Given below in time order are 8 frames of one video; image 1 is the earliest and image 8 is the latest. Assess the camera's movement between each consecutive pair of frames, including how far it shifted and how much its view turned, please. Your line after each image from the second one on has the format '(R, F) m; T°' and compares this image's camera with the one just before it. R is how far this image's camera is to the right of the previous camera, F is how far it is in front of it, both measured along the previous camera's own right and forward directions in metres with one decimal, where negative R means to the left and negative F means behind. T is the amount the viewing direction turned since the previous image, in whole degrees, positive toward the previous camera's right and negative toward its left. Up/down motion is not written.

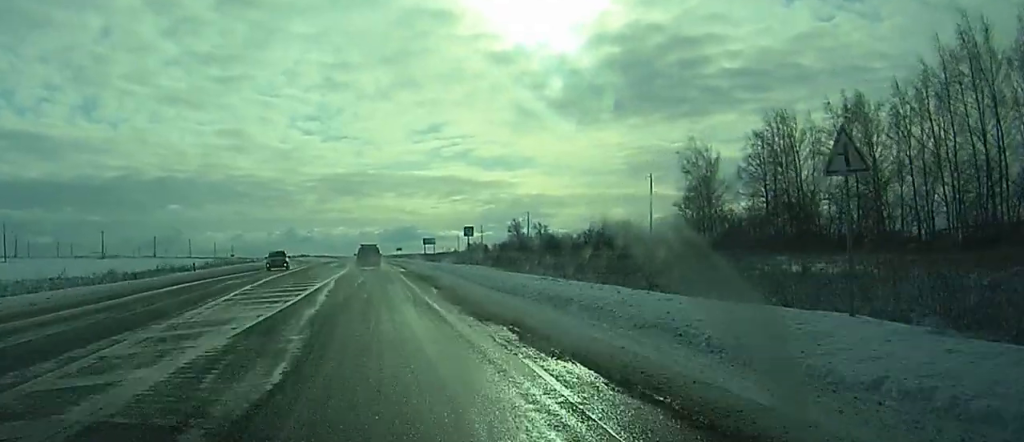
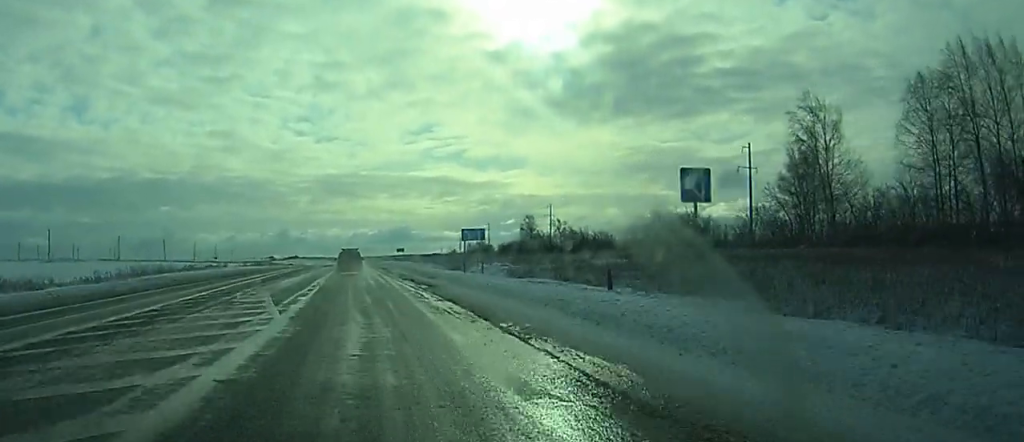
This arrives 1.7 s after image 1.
(+0.4, +43.7) m; +1°
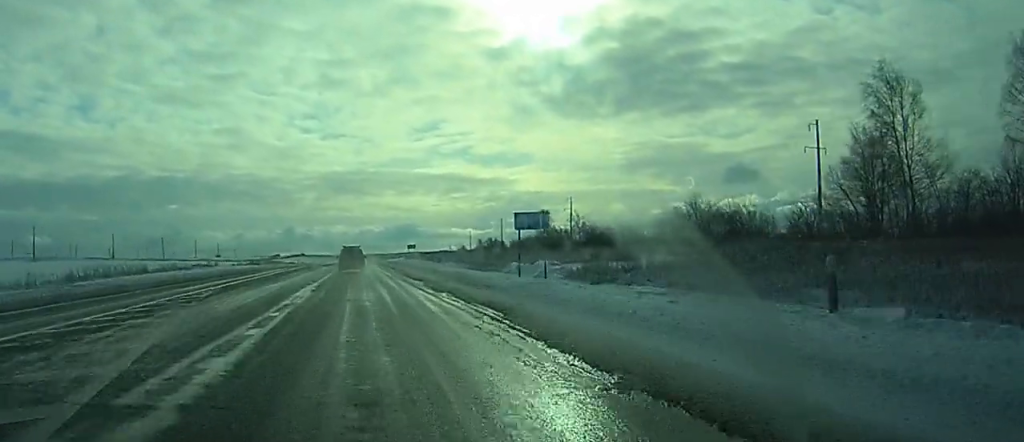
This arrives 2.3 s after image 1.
(+0.1, +16.4) m; 0°
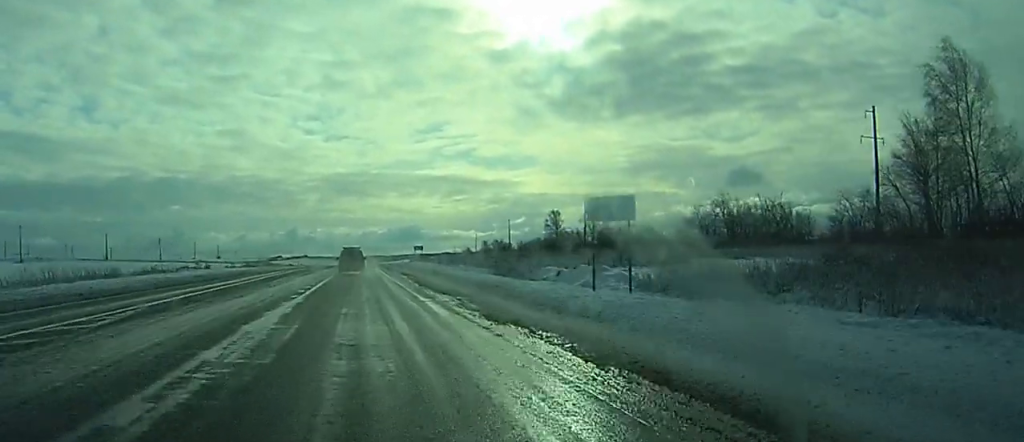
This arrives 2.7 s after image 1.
(0.0, +11.2) m; 0°
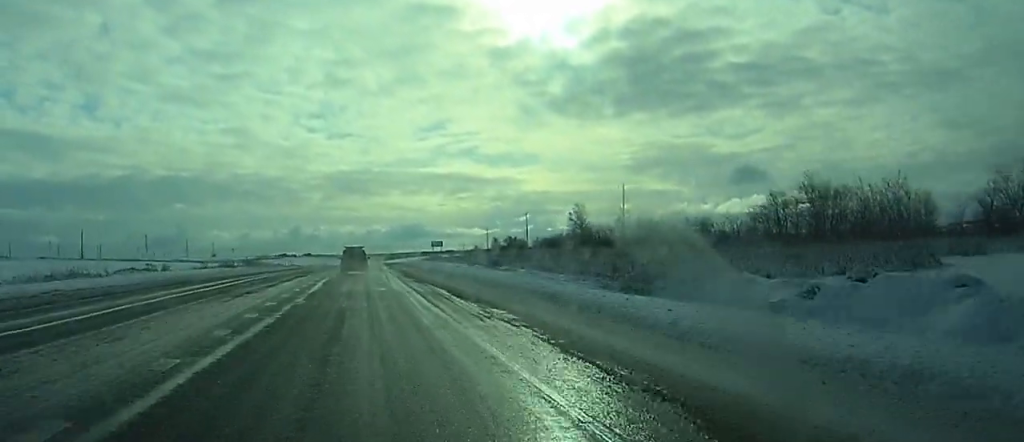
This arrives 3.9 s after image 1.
(-0.1, +29.3) m; 0°
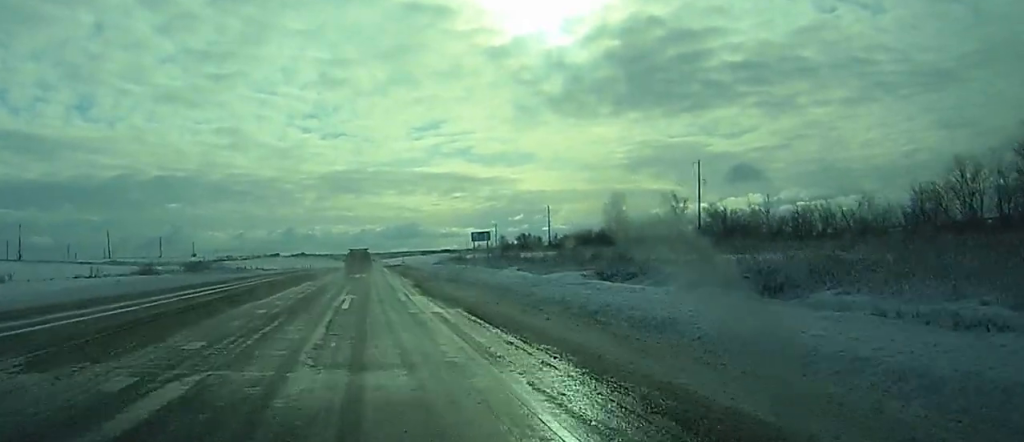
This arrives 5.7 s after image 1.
(0.0, +47.8) m; 0°
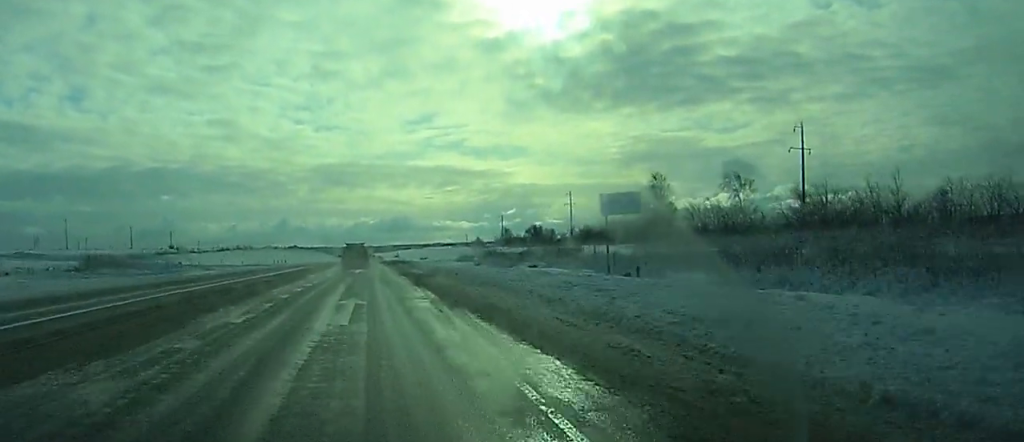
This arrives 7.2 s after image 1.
(+0.8, +40.7) m; 0°
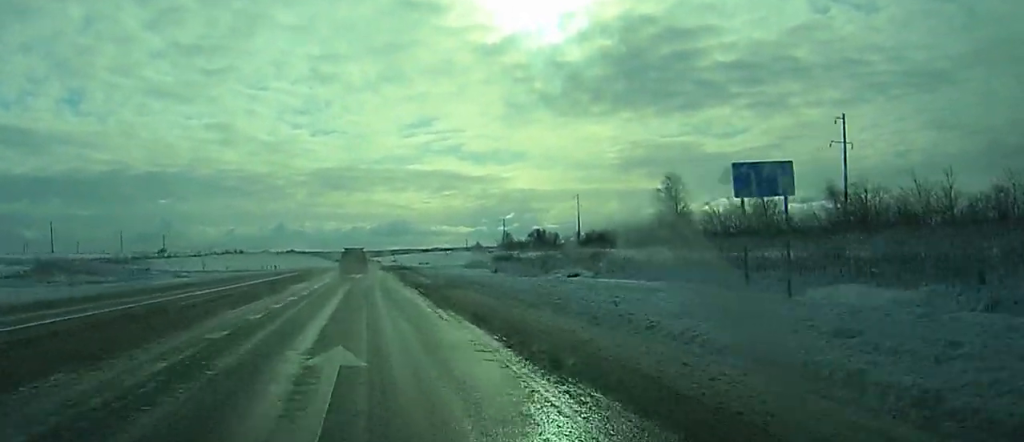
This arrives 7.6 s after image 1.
(+0.6, +11.6) m; -1°
